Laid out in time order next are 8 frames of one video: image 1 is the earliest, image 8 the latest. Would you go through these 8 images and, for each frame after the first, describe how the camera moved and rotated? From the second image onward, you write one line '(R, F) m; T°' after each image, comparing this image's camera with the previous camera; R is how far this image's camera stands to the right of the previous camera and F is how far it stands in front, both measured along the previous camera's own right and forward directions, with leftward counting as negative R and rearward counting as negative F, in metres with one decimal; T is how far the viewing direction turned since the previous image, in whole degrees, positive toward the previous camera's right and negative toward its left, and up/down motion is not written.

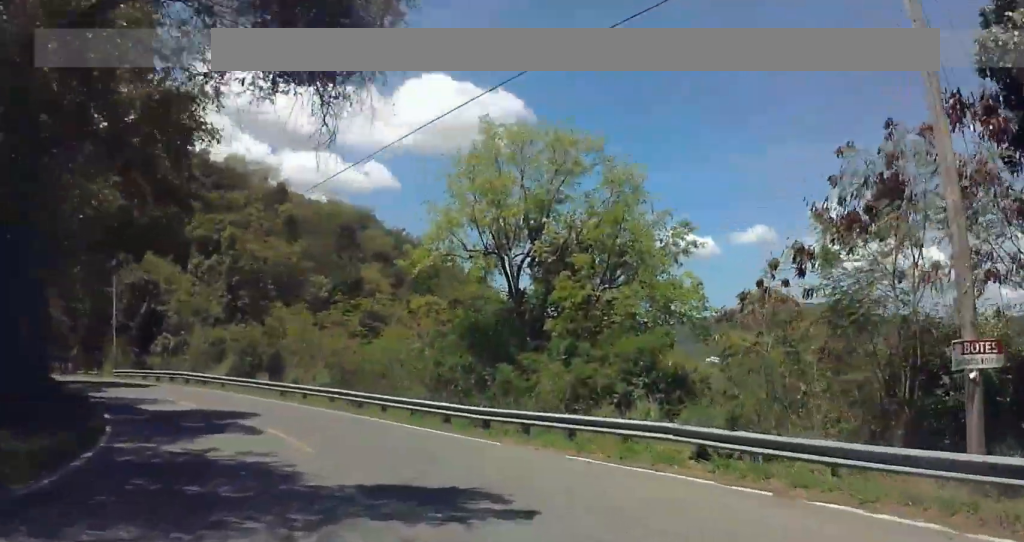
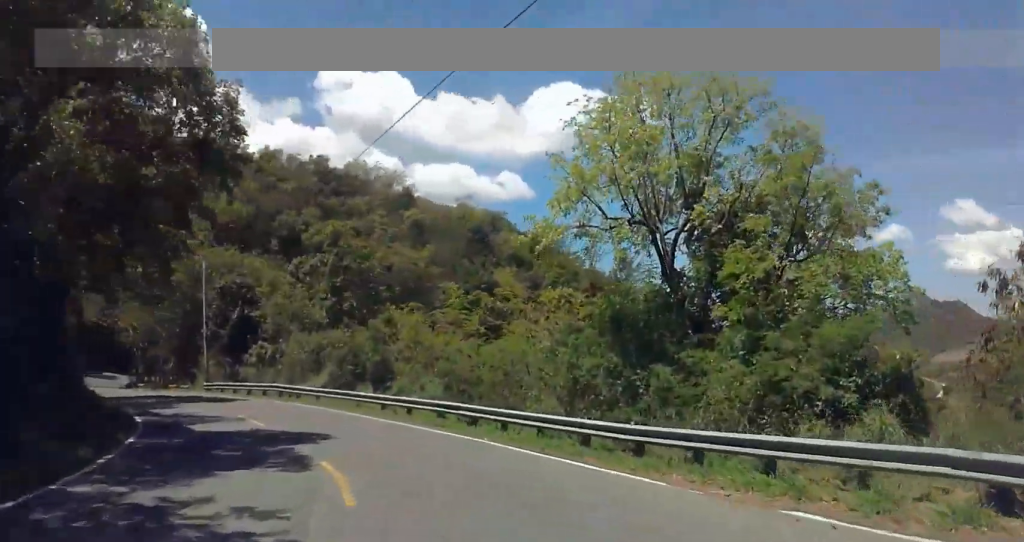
(-0.4, +5.1) m; -5°
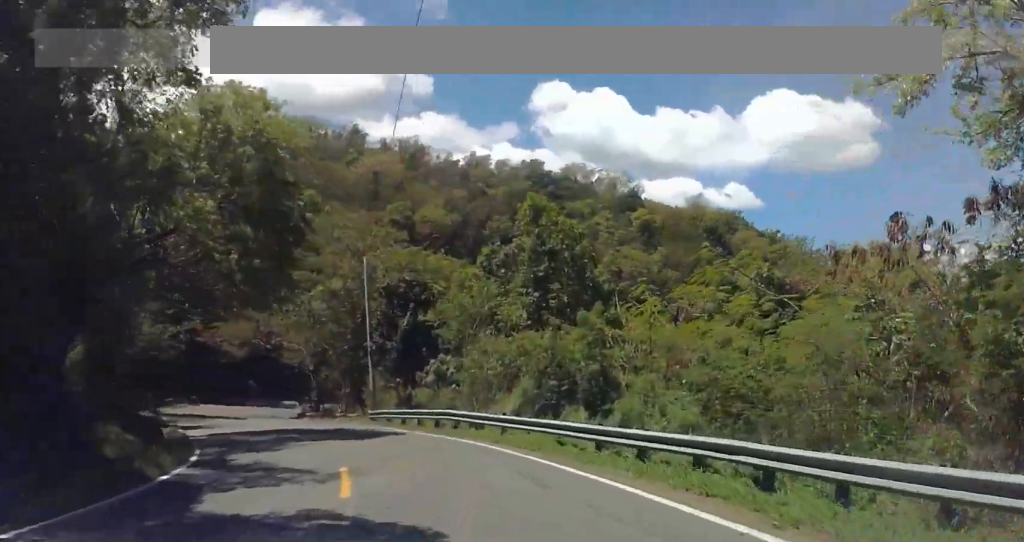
(-0.3, +9.5) m; -3°
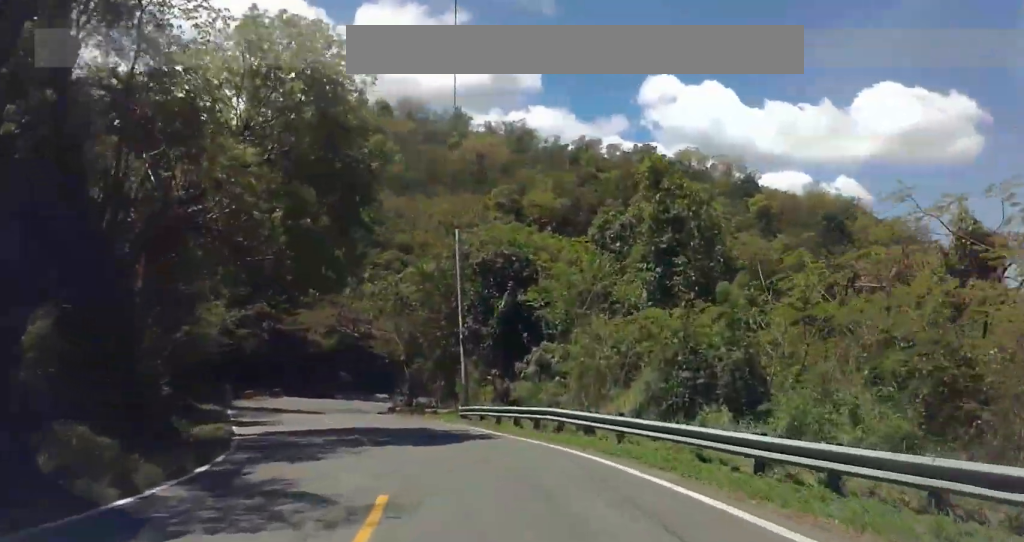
(+0.1, +4.4) m; -2°
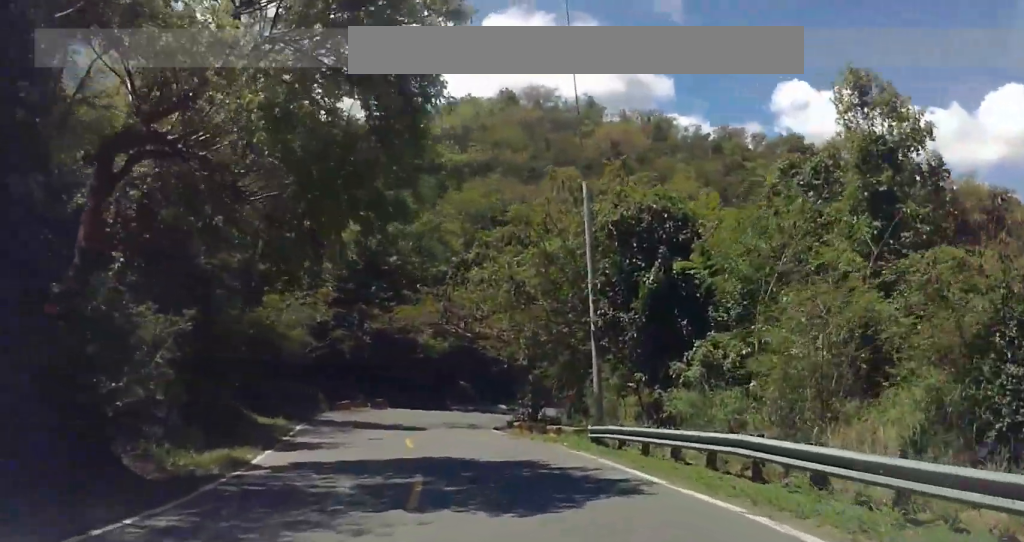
(-0.4, +7.3) m; -13°
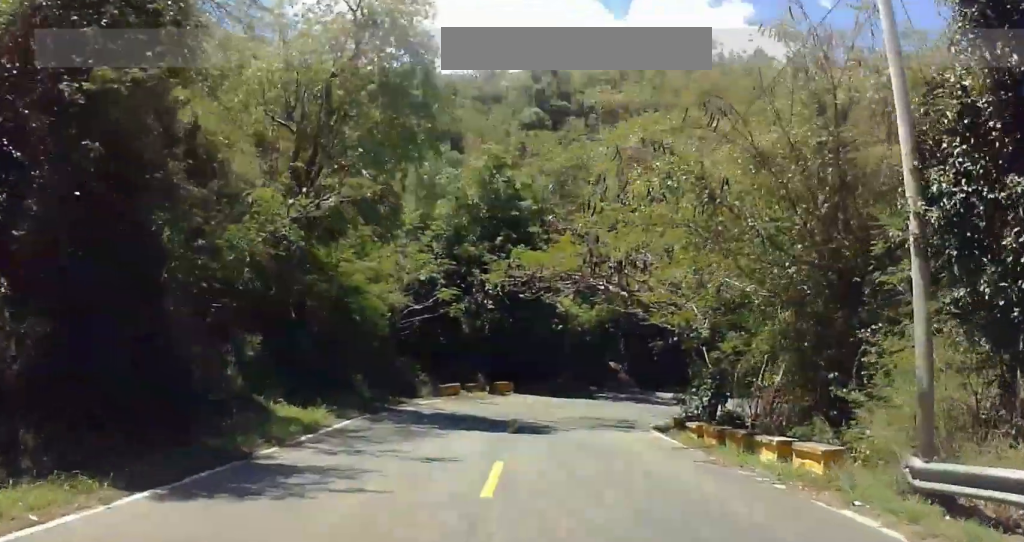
(-2.6, +10.6) m; -26°
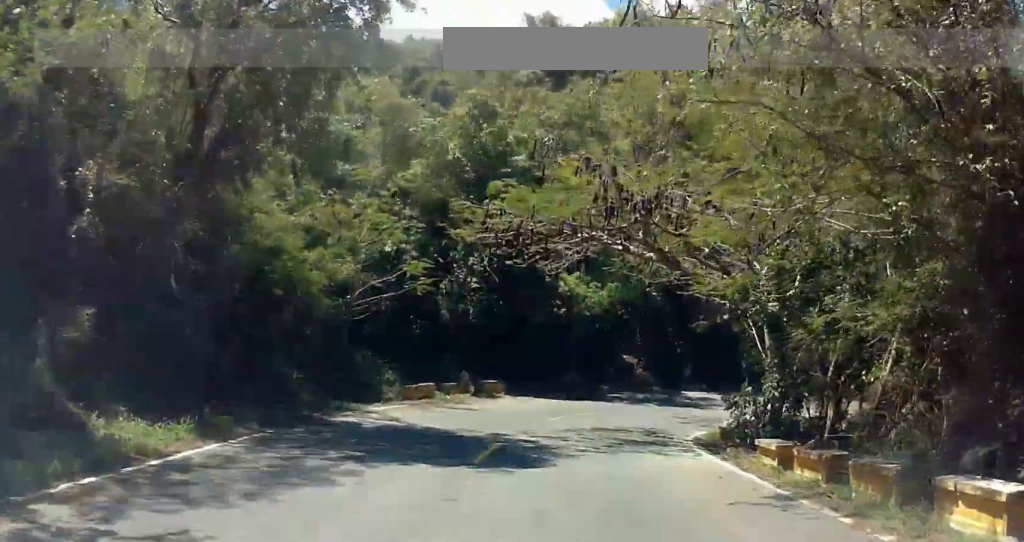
(-1.2, +8.2) m; -8°
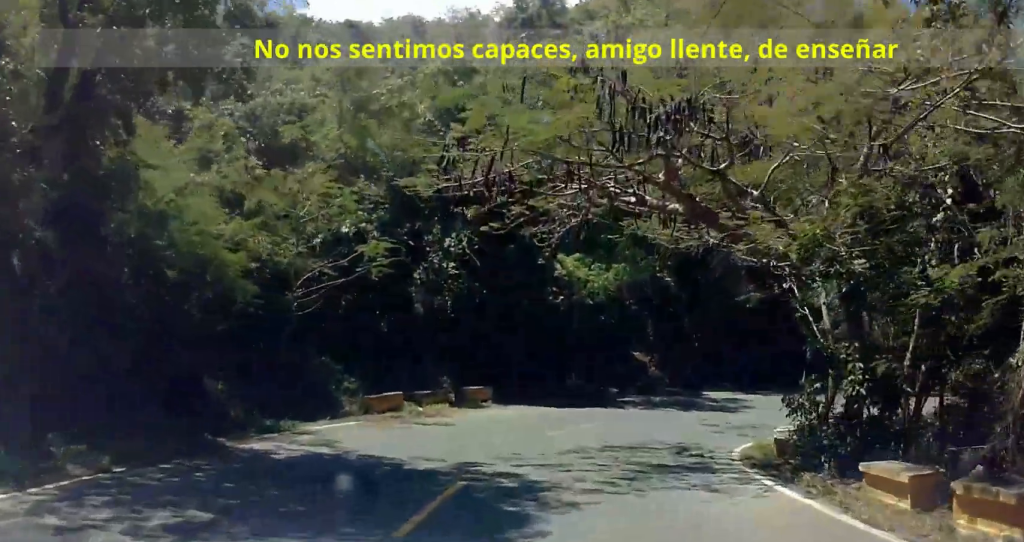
(-0.6, +5.9) m; -1°
